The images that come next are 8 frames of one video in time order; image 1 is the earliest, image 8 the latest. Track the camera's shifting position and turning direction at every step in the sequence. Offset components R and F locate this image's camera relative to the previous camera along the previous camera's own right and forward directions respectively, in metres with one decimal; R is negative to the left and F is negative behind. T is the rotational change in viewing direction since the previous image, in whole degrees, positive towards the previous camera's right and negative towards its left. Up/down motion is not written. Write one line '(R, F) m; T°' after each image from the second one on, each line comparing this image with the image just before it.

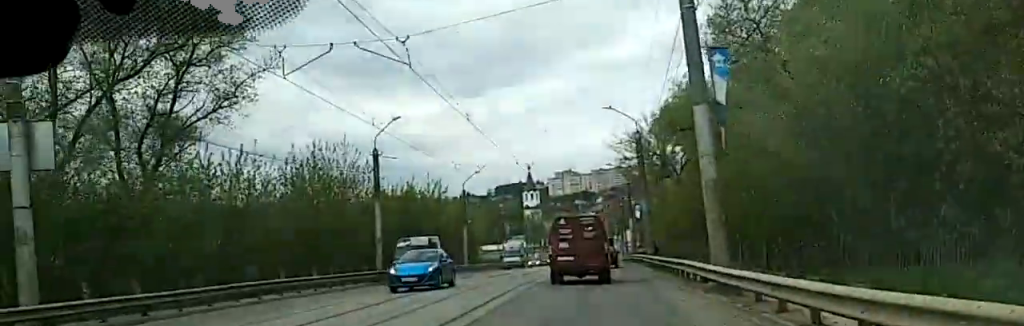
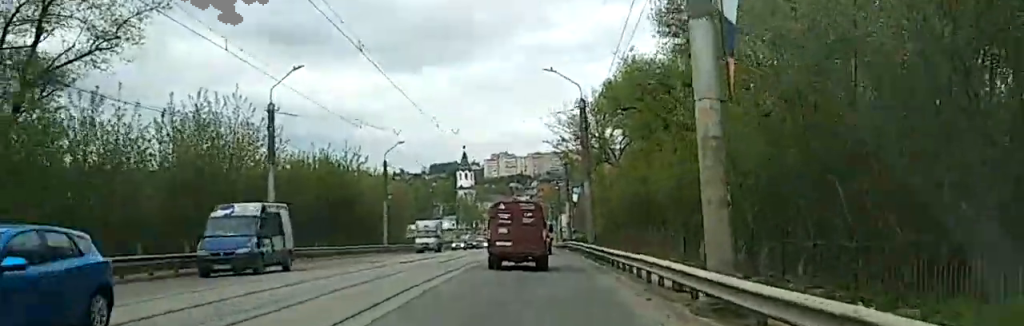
(0.0, +6.8) m; -1°
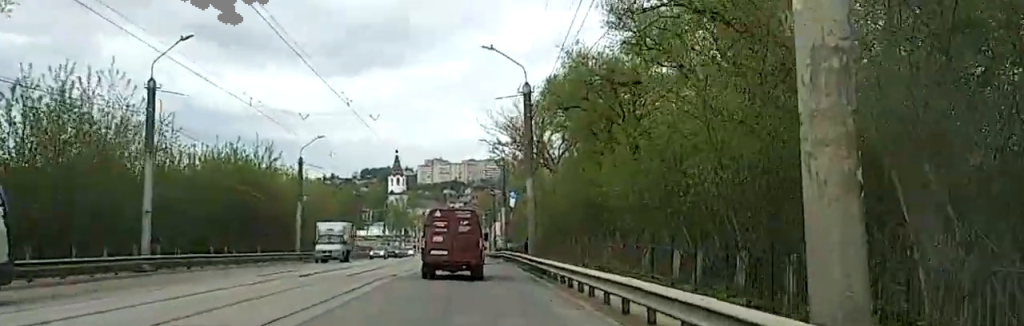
(-0.1, +6.2) m; -1°
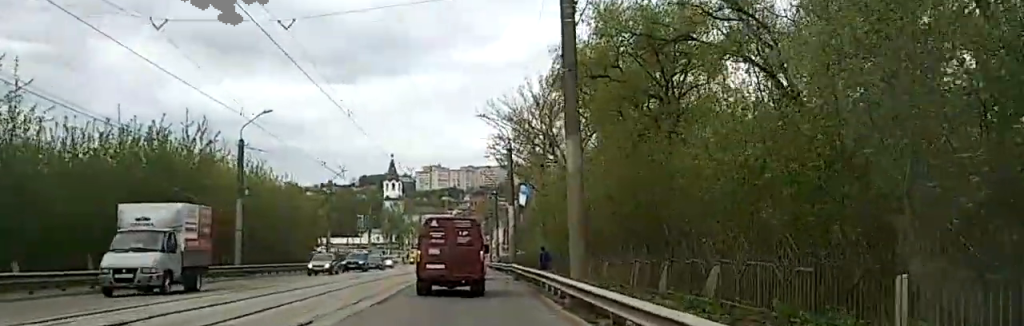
(-0.1, +15.2) m; -1°
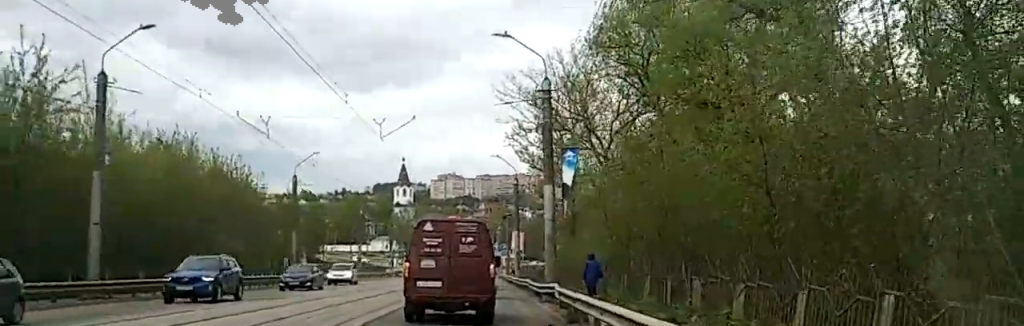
(+0.2, +19.3) m; +2°
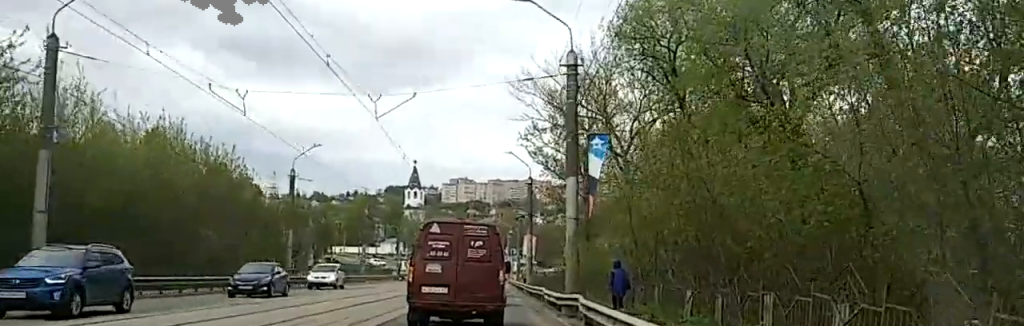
(+0.1, +4.9) m; 0°
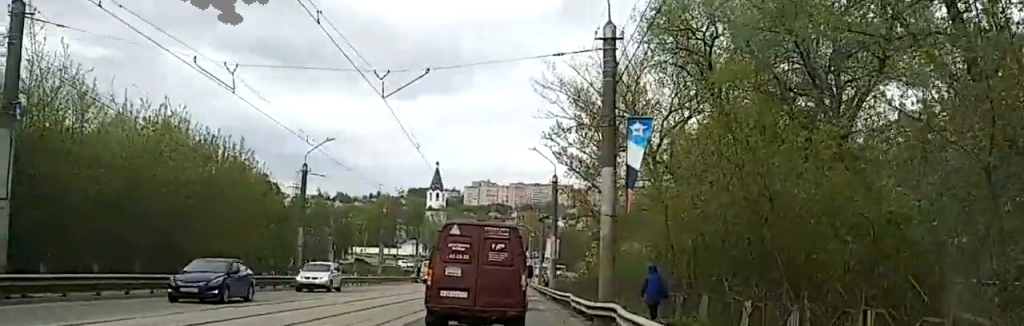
(-0.1, +4.1) m; -1°
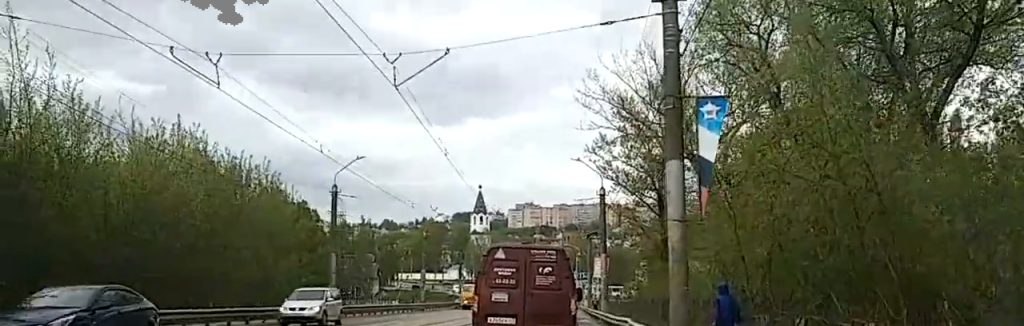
(-0.1, +5.3) m; -1°
